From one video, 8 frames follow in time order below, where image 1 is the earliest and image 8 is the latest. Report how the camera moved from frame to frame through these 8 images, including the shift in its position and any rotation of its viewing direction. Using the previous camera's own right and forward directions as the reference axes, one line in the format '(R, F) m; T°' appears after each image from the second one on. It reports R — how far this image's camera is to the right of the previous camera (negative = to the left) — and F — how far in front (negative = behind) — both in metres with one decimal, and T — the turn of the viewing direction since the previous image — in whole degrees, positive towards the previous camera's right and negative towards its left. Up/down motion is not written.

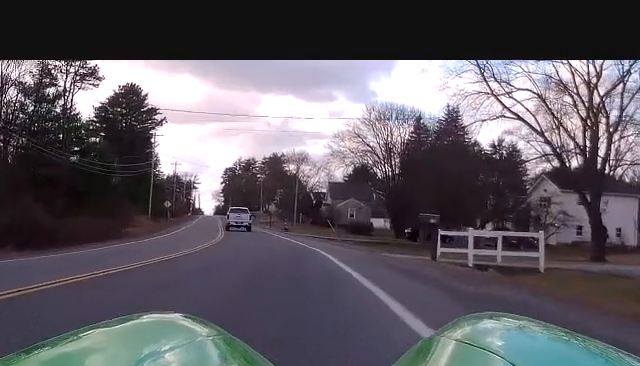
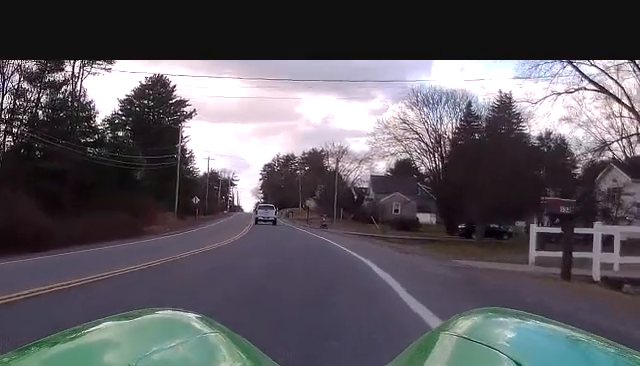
(-0.1, +10.2) m; -1°
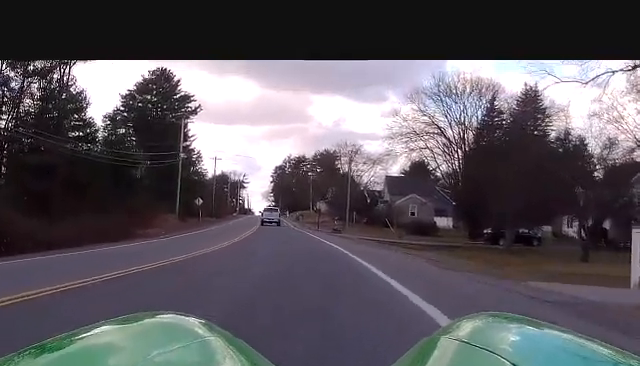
(0.0, +7.6) m; 0°
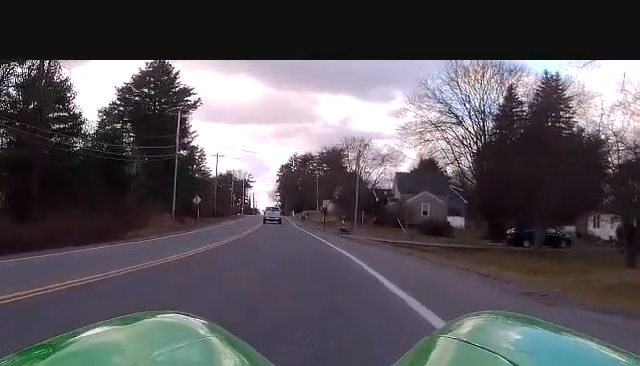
(0.0, +7.0) m; 0°
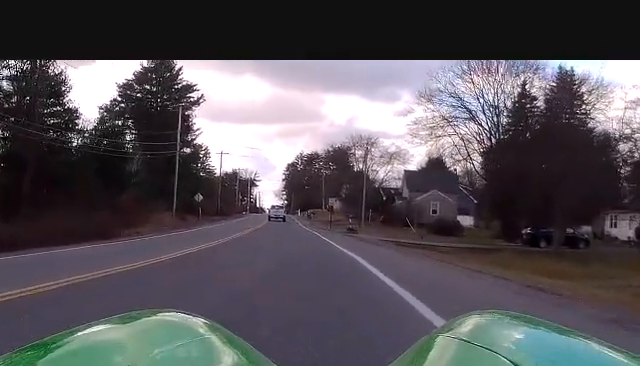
(0.0, +3.3) m; 0°
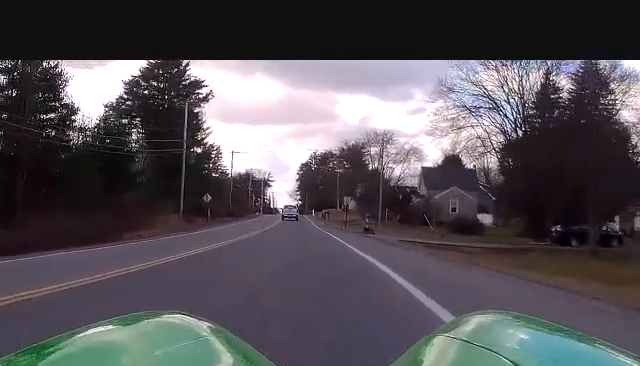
(0.0, +4.4) m; 0°
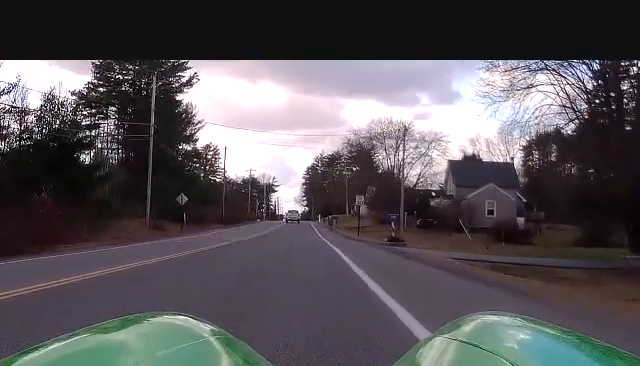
(-0.5, +19.2) m; -5°
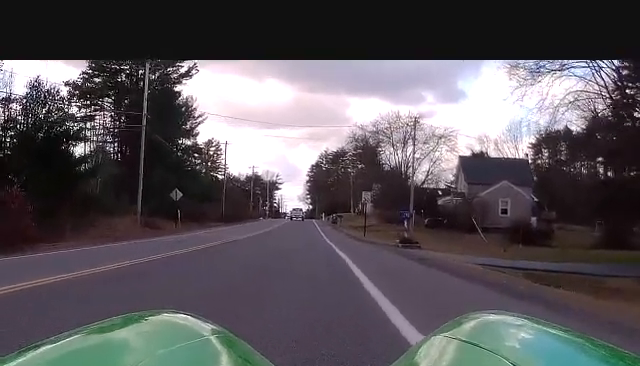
(-0.2, +4.6) m; -1°
